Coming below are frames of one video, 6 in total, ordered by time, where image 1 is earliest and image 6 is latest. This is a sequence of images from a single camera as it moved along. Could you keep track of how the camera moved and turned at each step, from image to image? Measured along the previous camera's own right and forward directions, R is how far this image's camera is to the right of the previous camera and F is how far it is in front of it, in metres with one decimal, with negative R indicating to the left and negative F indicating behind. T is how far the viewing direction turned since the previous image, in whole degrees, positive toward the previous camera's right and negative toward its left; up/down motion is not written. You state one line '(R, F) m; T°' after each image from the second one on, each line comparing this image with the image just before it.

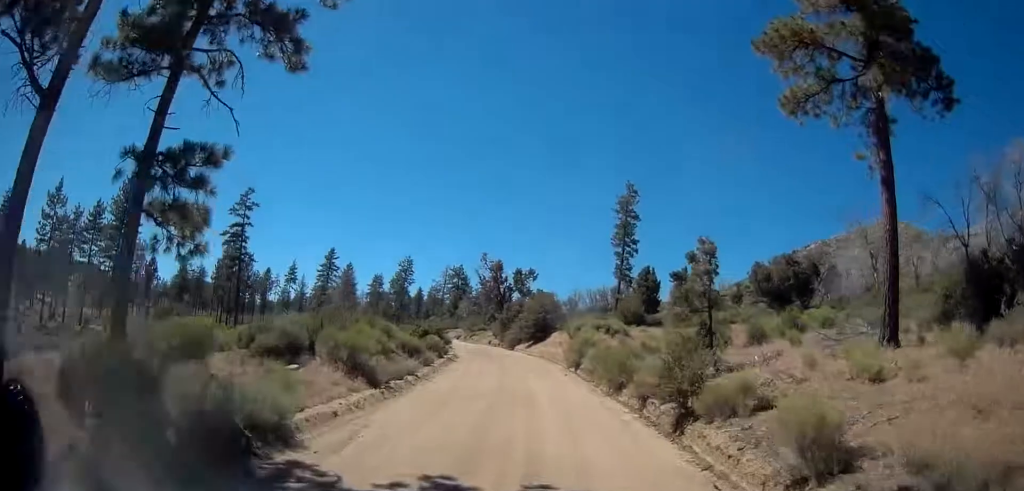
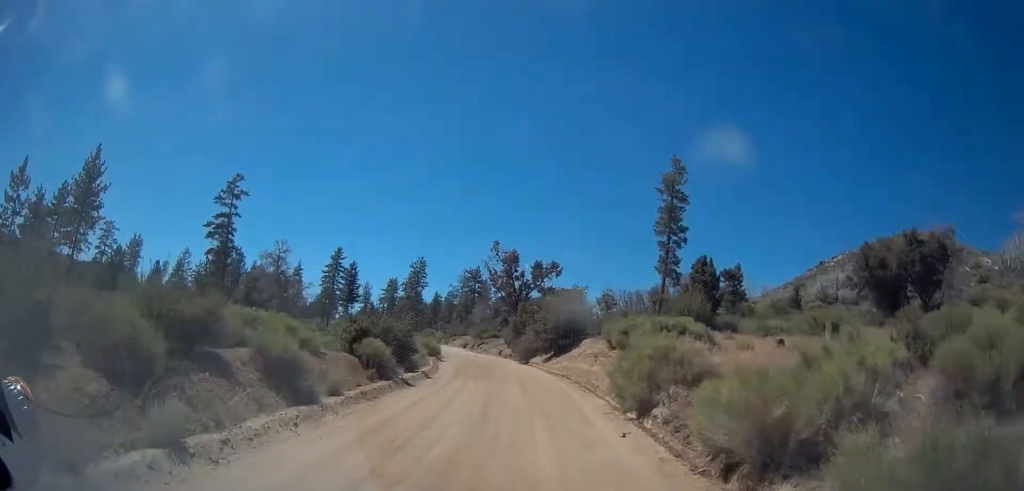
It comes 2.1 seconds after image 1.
(-0.1, +15.2) m; -4°
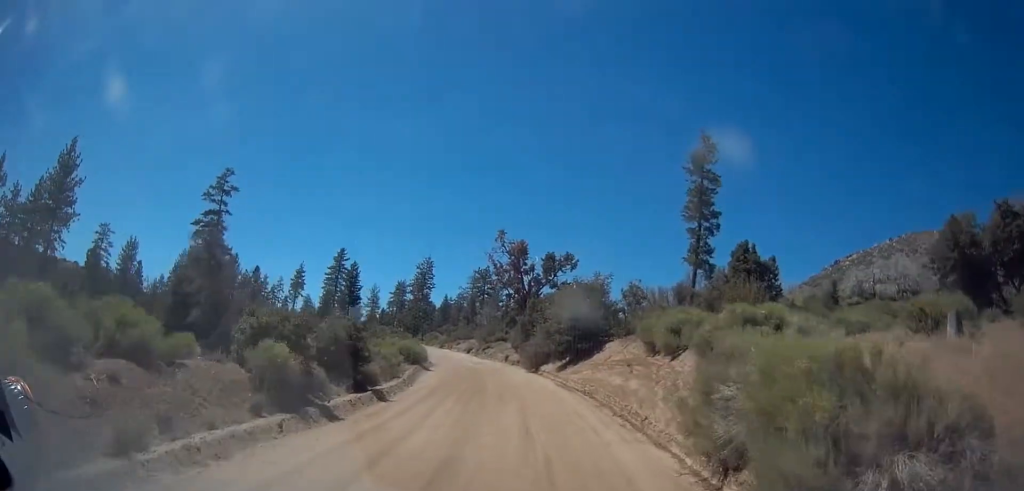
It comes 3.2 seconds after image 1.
(-0.5, +8.2) m; -3°
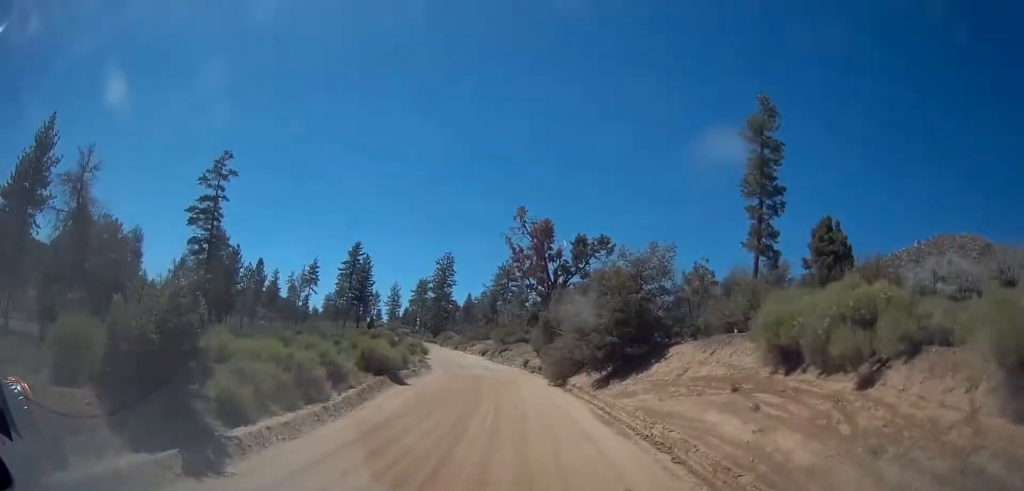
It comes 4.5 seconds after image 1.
(+0.3, +9.9) m; +1°
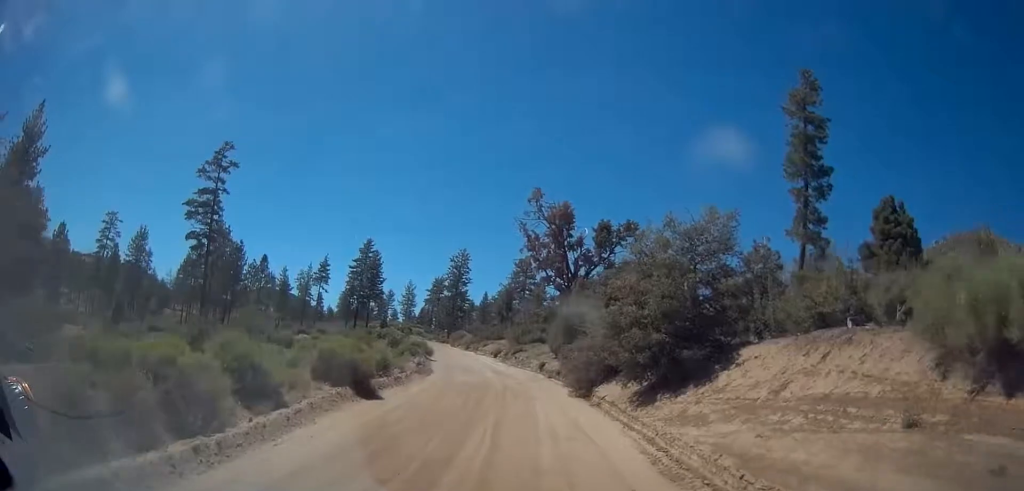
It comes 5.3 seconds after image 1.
(+0.1, +5.3) m; -4°
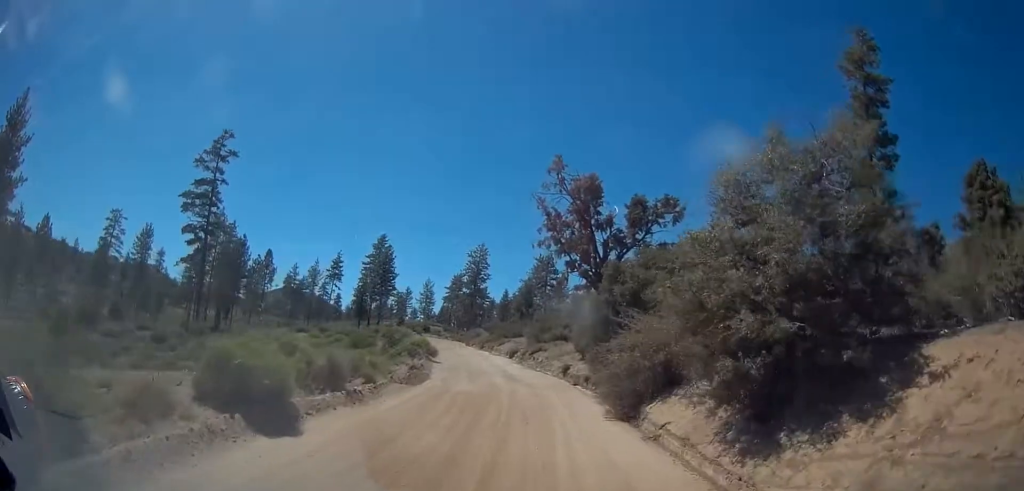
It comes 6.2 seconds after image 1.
(-0.5, +6.3) m; -4°
